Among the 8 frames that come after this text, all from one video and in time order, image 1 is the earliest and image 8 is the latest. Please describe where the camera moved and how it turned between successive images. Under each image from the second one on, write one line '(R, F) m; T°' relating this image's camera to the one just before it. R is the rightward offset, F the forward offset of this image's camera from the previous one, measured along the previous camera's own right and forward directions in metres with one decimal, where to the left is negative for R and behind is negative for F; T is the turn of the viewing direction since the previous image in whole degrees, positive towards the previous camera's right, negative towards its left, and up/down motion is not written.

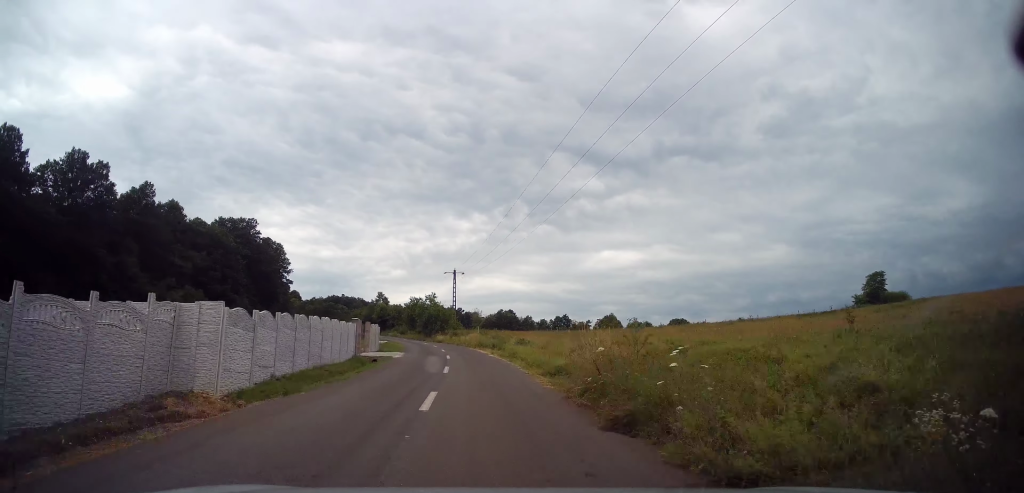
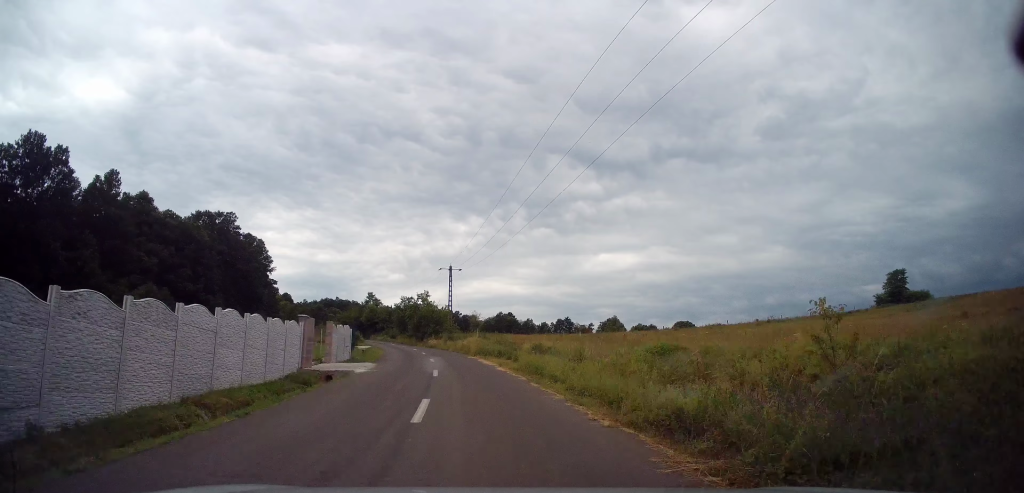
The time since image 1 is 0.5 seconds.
(0.0, +9.4) m; 0°
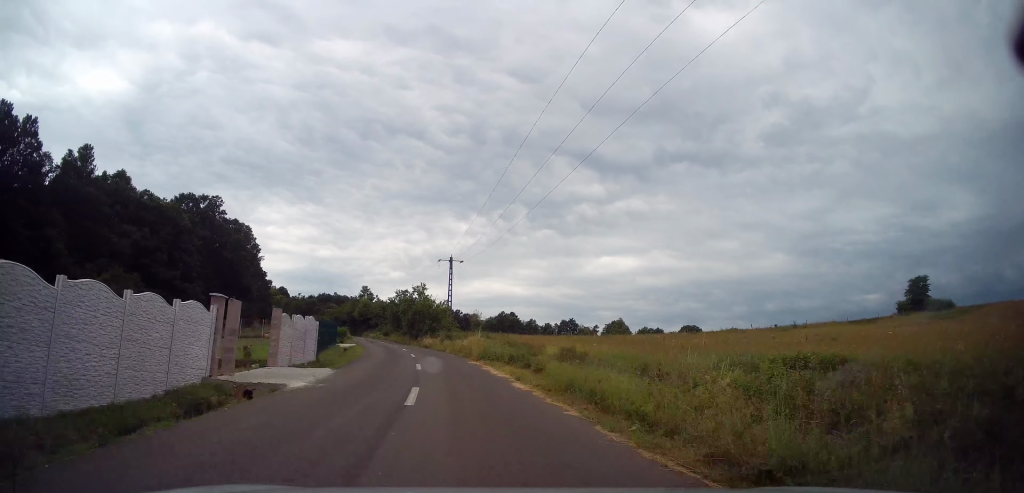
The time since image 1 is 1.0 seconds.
(+0.3, +7.7) m; -1°
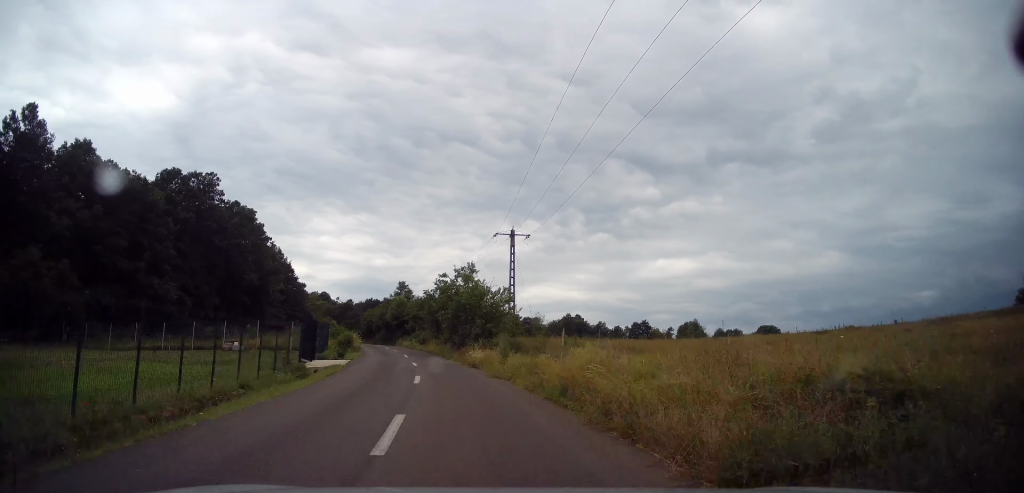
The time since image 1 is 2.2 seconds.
(-1.0, +21.3) m; -6°
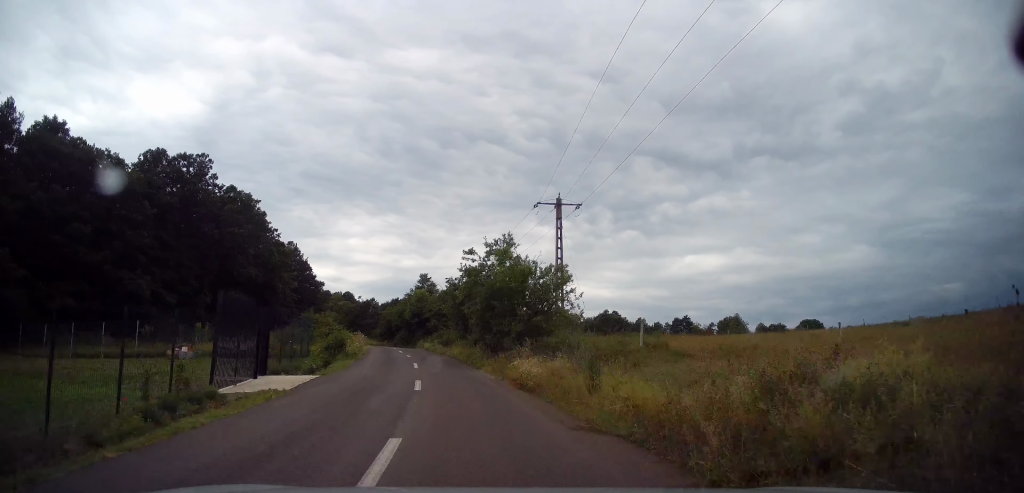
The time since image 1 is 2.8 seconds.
(-0.3, +10.7) m; -2°
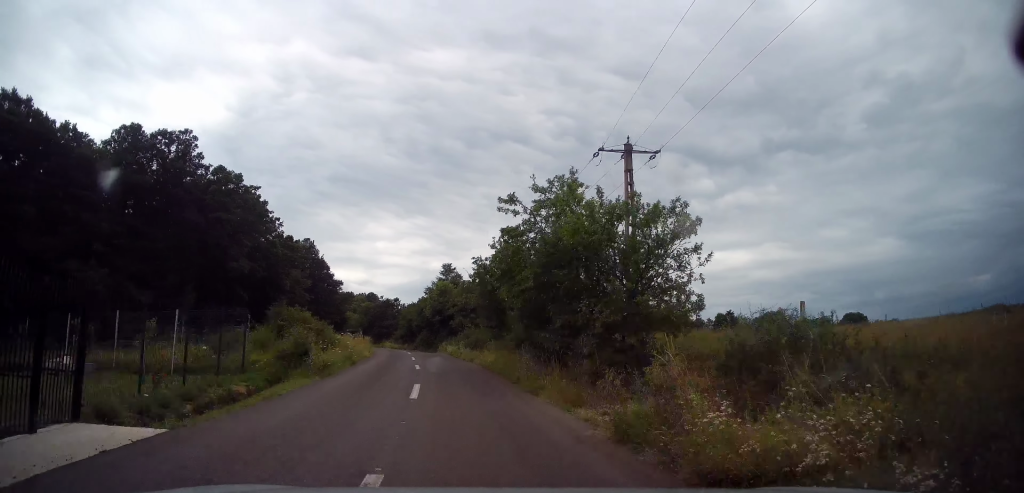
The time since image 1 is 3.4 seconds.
(-0.1, +10.7) m; -2°
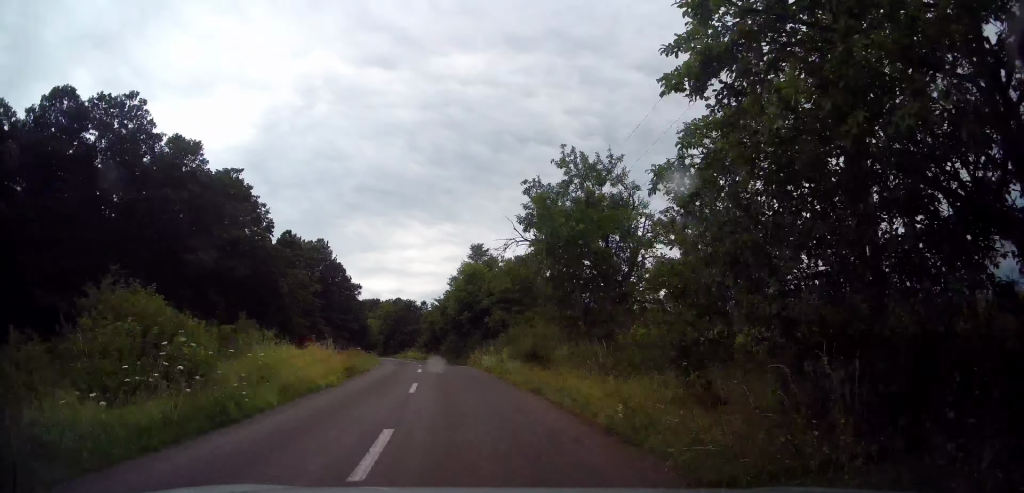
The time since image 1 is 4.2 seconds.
(-0.4, +14.9) m; -4°
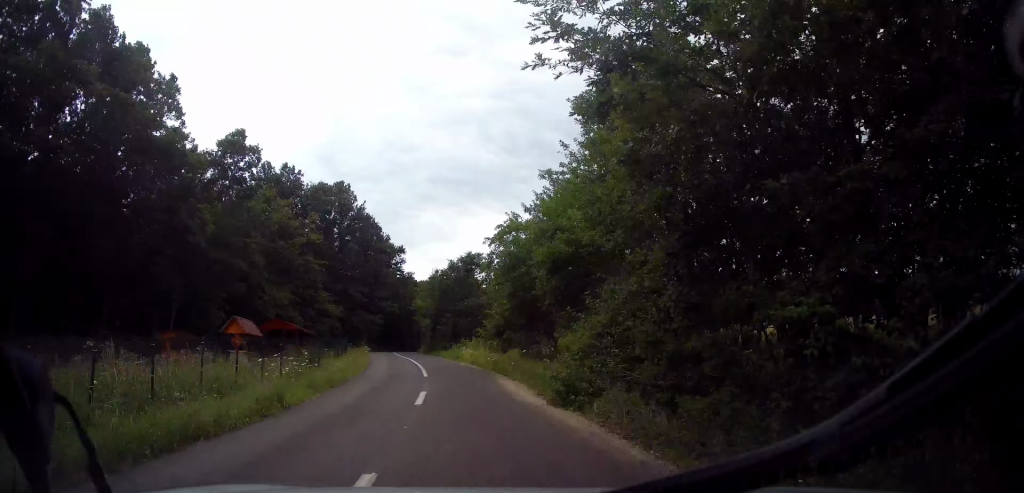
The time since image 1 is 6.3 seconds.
(-3.0, +37.0) m; -9°
